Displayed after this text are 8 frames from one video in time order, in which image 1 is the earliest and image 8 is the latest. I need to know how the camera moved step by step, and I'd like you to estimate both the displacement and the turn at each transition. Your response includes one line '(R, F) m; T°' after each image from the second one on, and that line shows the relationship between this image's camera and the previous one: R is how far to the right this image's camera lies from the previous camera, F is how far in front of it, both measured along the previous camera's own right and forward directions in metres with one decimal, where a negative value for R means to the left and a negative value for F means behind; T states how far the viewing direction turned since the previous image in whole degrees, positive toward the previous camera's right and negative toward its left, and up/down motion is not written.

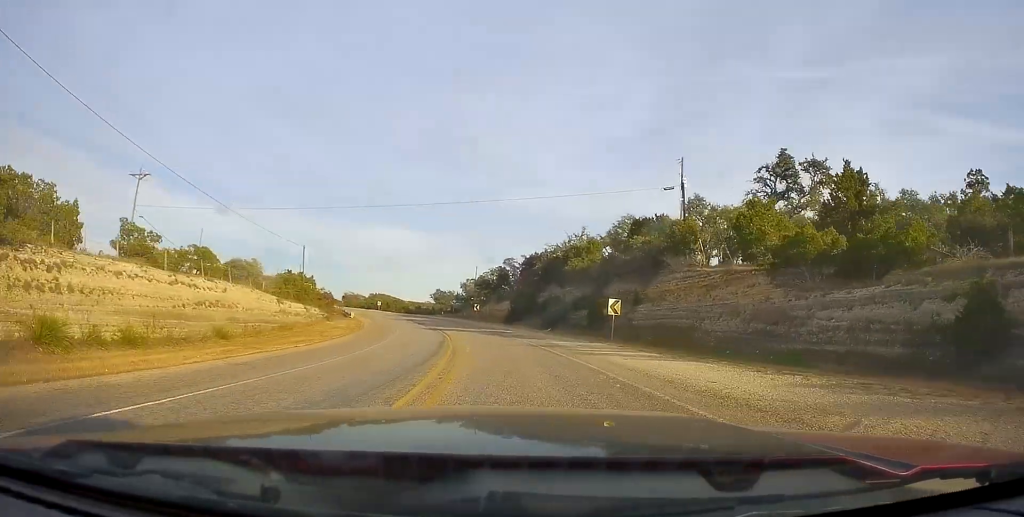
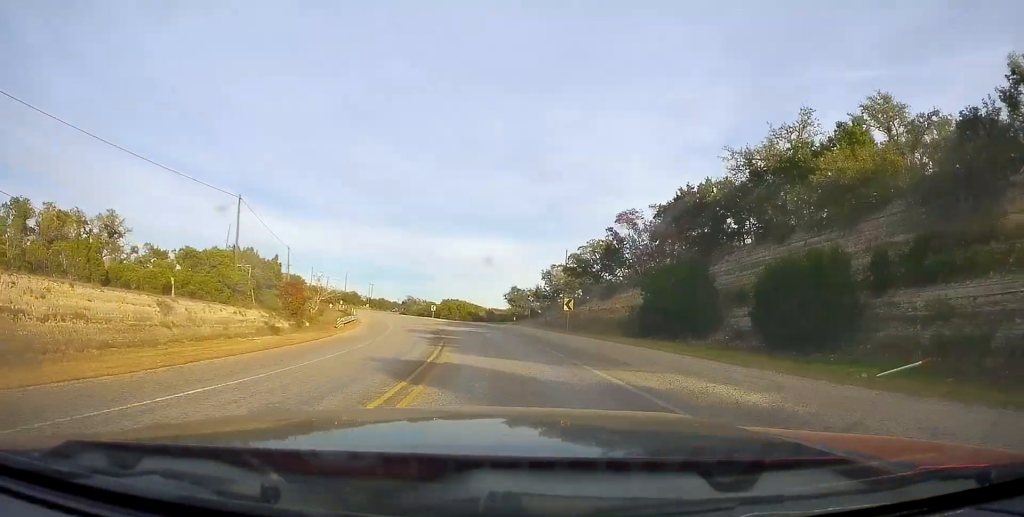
(-2.8, +38.6) m; -9°
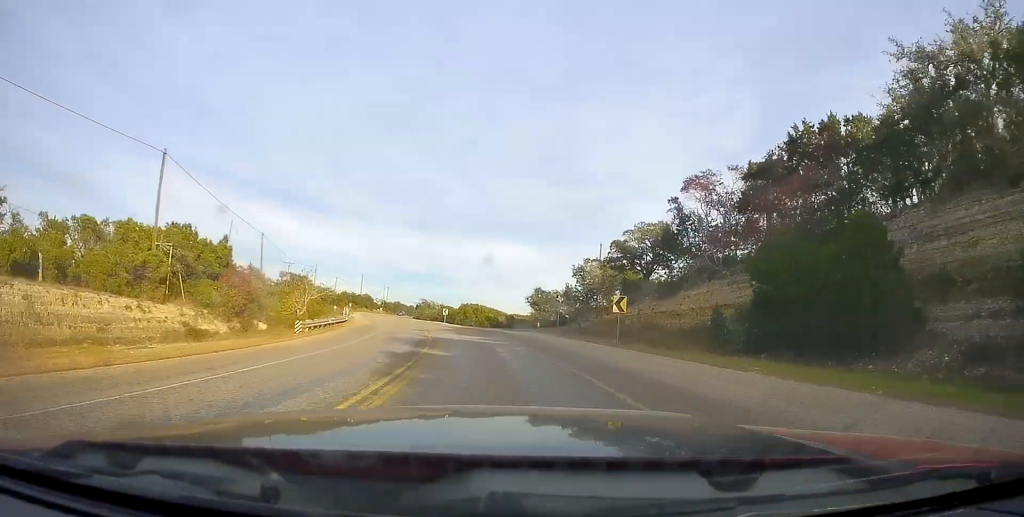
(-0.5, +13.0) m; -3°
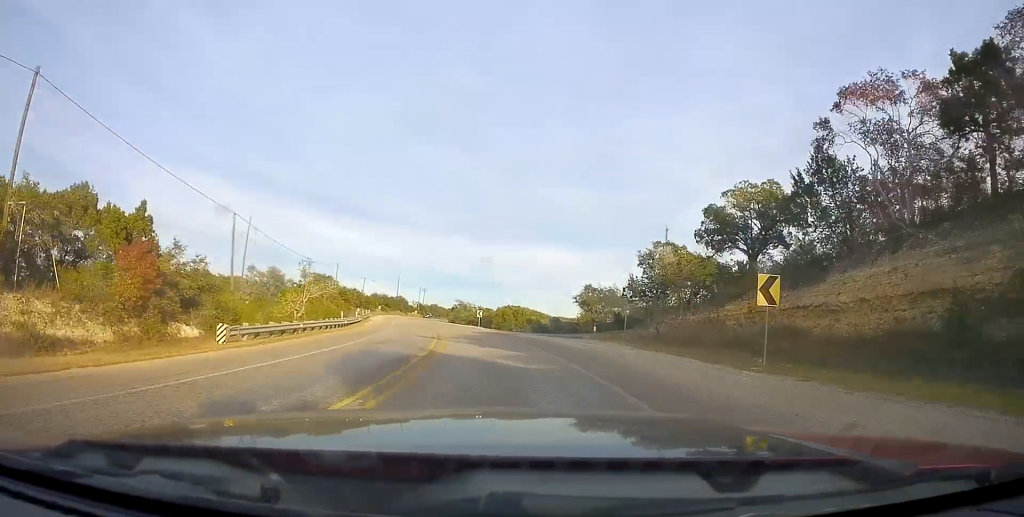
(-0.3, +13.4) m; -2°
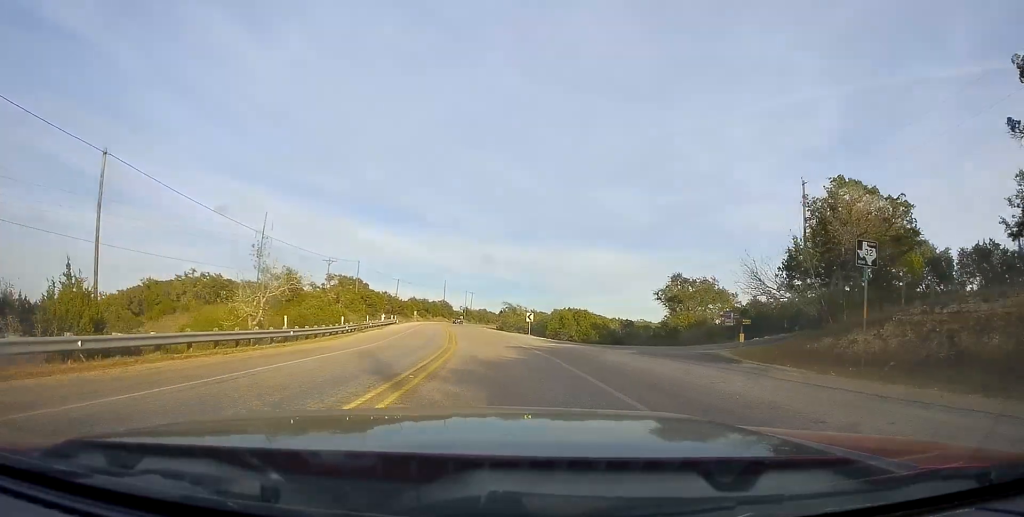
(-0.5, +20.5) m; -4°
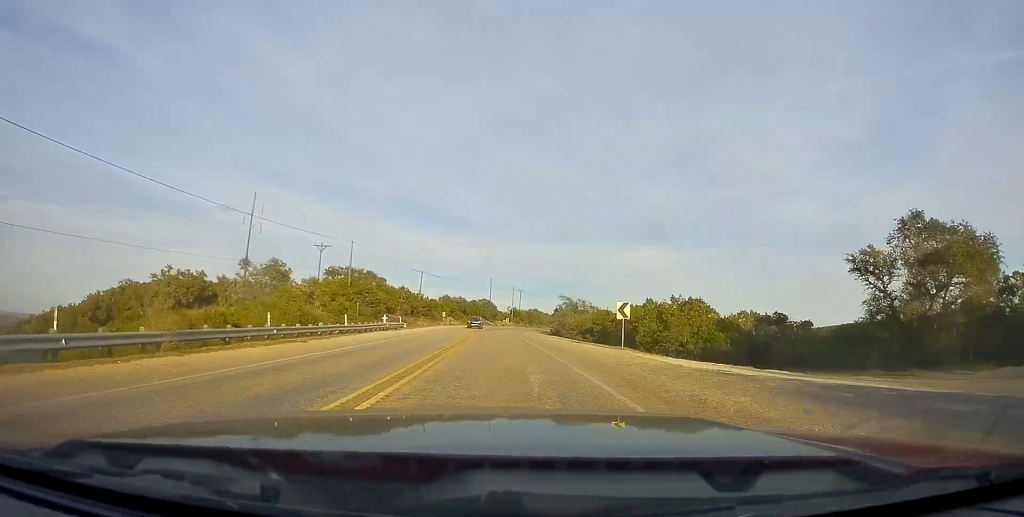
(-2.1, +30.0) m; -6°
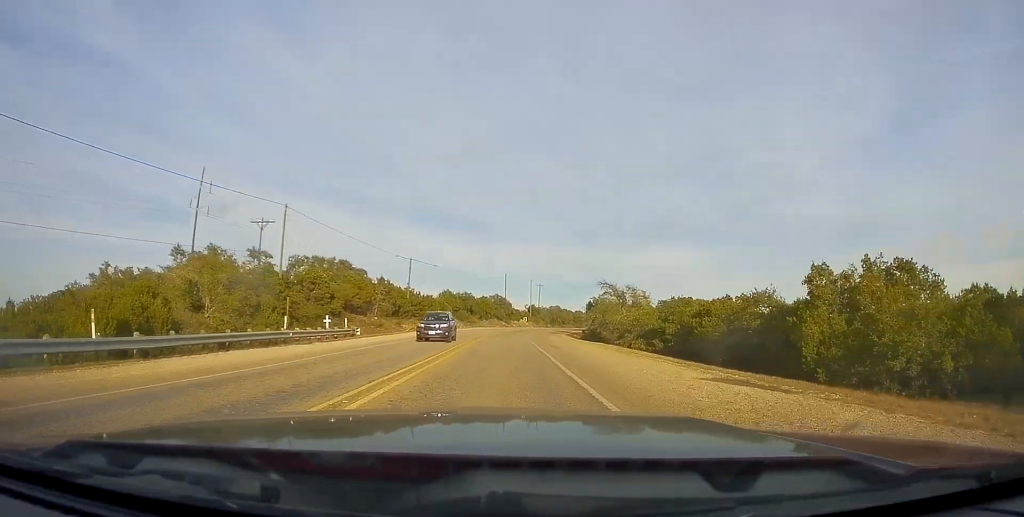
(-0.4, +25.1) m; -2°
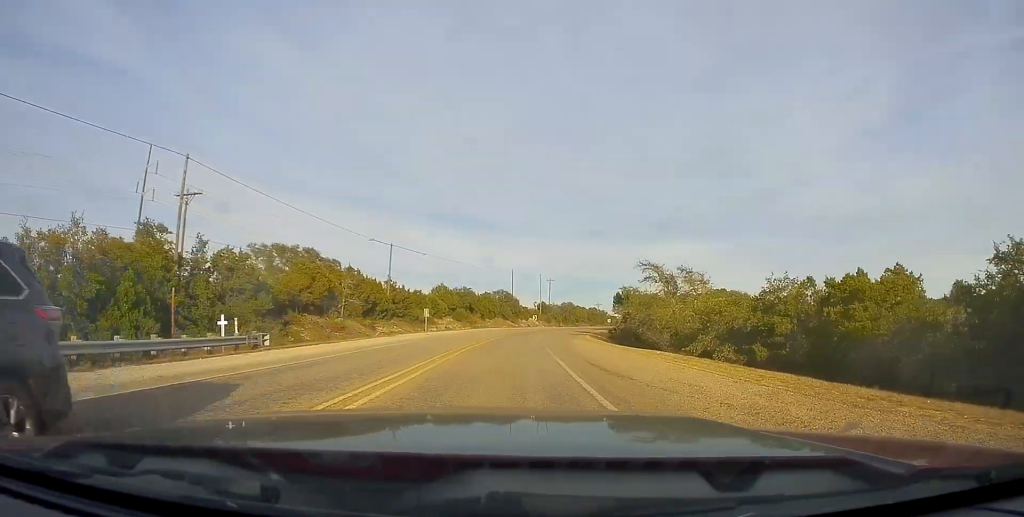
(-0.2, +16.3) m; -1°
